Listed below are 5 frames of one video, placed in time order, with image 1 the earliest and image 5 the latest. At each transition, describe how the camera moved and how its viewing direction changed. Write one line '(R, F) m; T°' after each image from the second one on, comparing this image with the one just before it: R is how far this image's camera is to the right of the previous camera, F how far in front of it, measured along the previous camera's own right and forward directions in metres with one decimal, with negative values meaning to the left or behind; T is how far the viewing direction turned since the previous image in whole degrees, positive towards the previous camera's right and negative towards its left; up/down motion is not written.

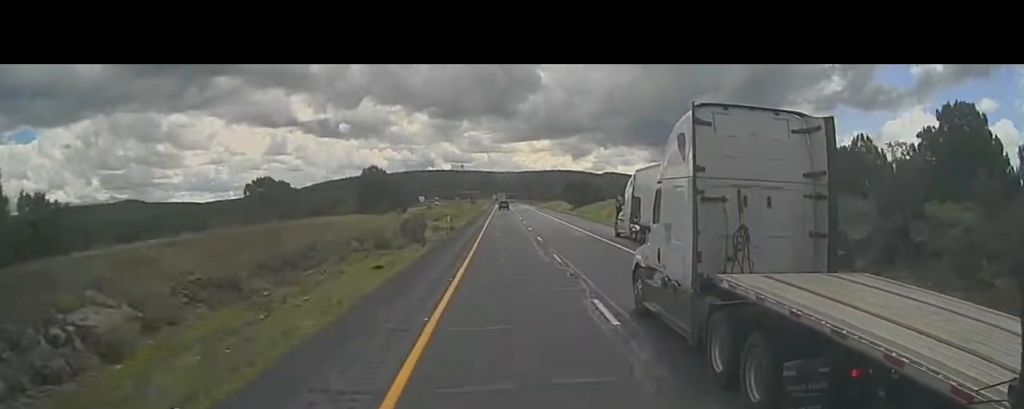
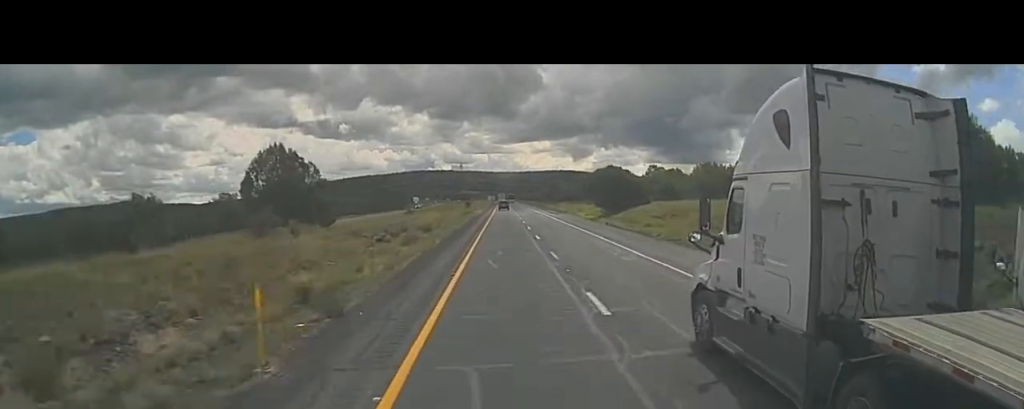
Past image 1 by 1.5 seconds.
(-0.2, +35.5) m; -1°
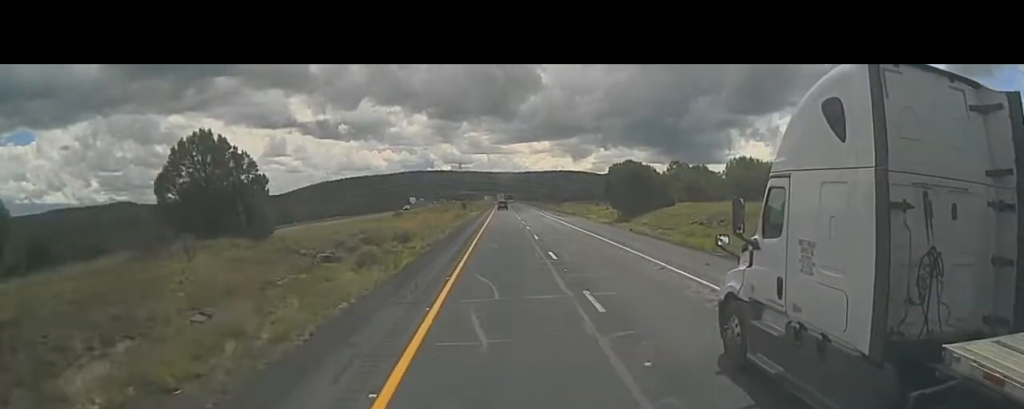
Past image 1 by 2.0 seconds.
(-0.3, +11.8) m; 0°
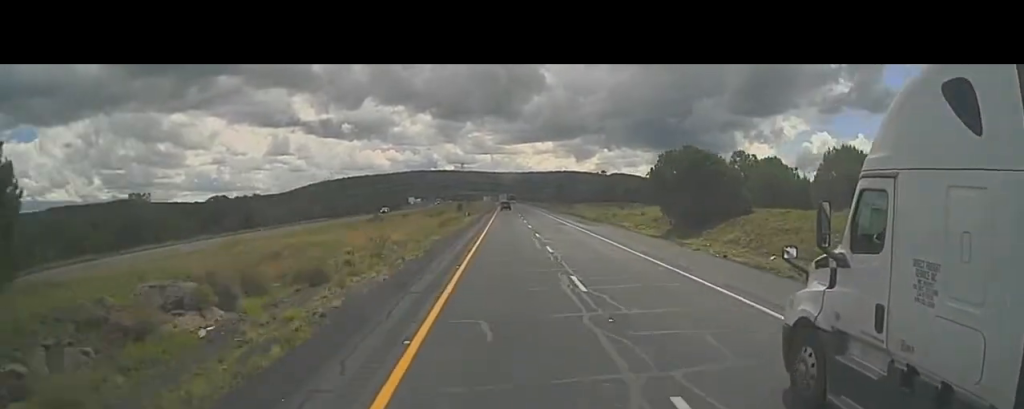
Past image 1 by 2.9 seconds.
(+0.1, +20.6) m; +1°
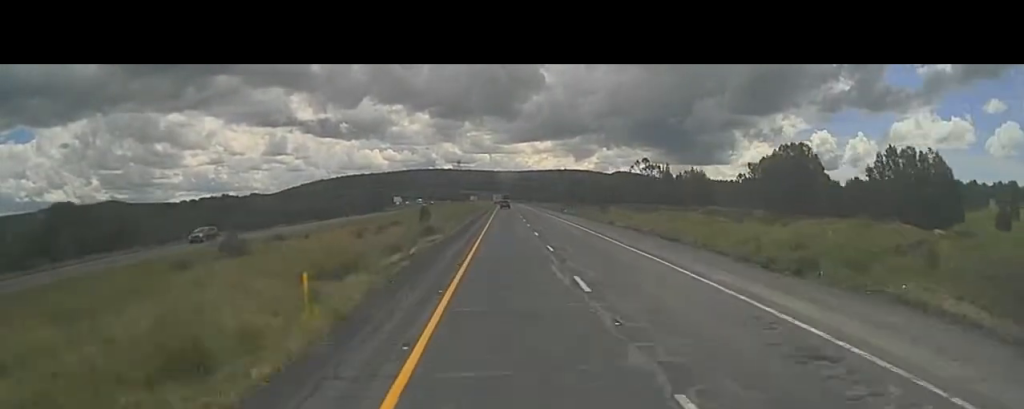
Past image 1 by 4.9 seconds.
(+0.3, +48.8) m; 0°
